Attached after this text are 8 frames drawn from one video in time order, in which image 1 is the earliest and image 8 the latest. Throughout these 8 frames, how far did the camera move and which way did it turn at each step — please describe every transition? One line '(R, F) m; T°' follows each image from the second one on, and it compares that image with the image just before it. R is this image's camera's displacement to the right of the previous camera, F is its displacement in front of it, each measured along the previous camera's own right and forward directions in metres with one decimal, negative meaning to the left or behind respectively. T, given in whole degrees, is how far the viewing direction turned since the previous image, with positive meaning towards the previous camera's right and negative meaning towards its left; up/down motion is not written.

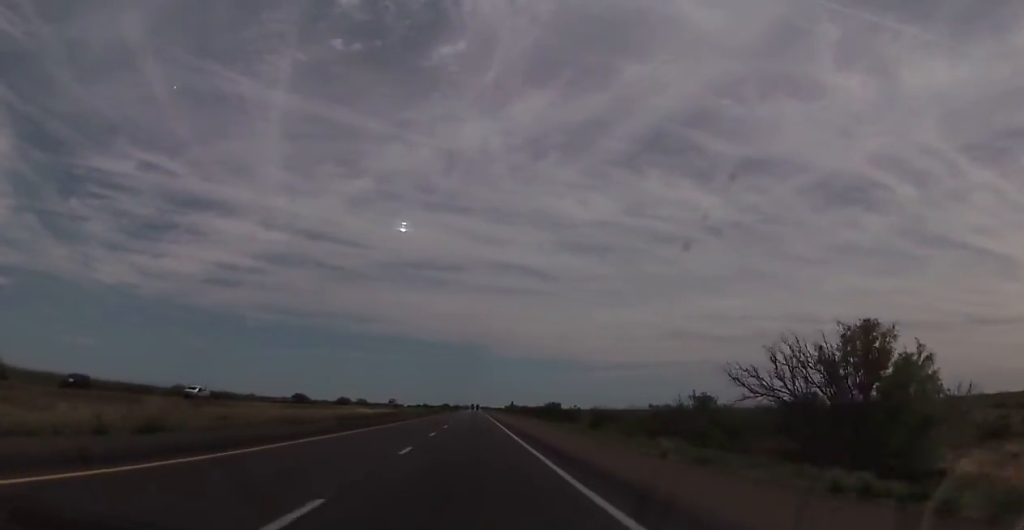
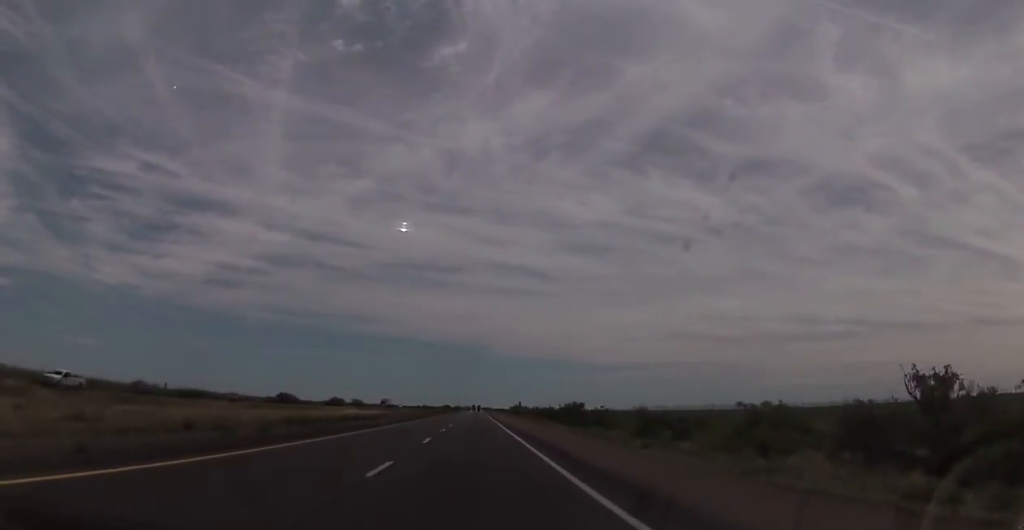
(0.0, +17.9) m; 0°
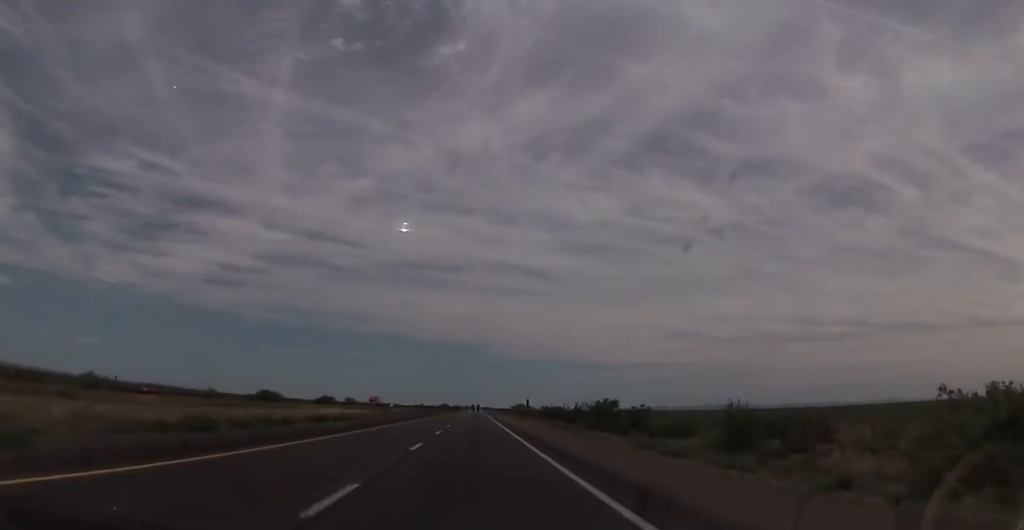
(0.0, +16.7) m; 0°
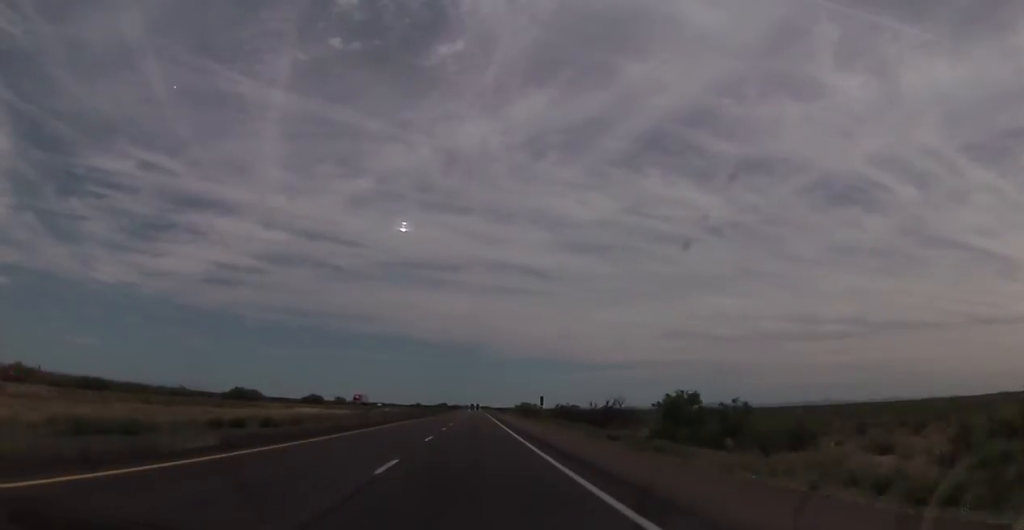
(0.0, +19.1) m; 0°
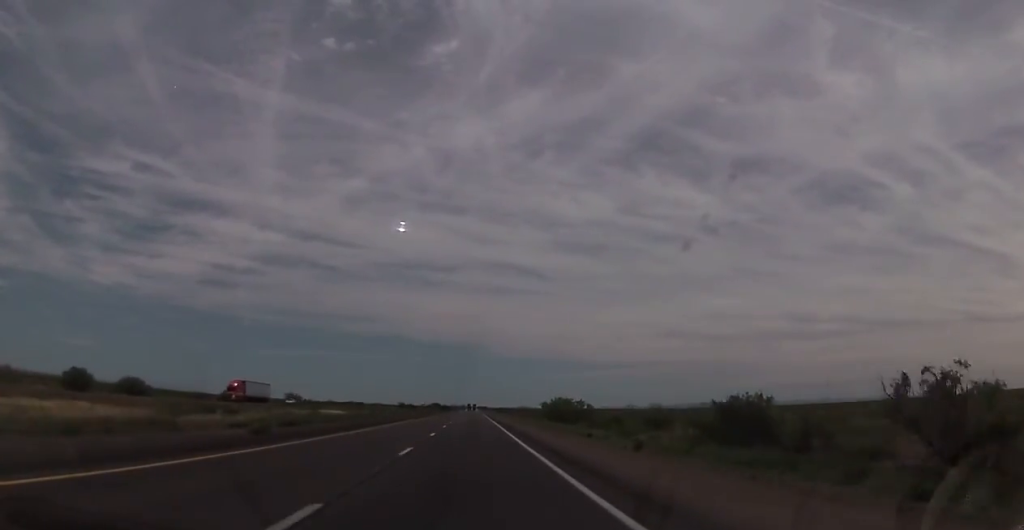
(0.0, +68.0) m; 0°
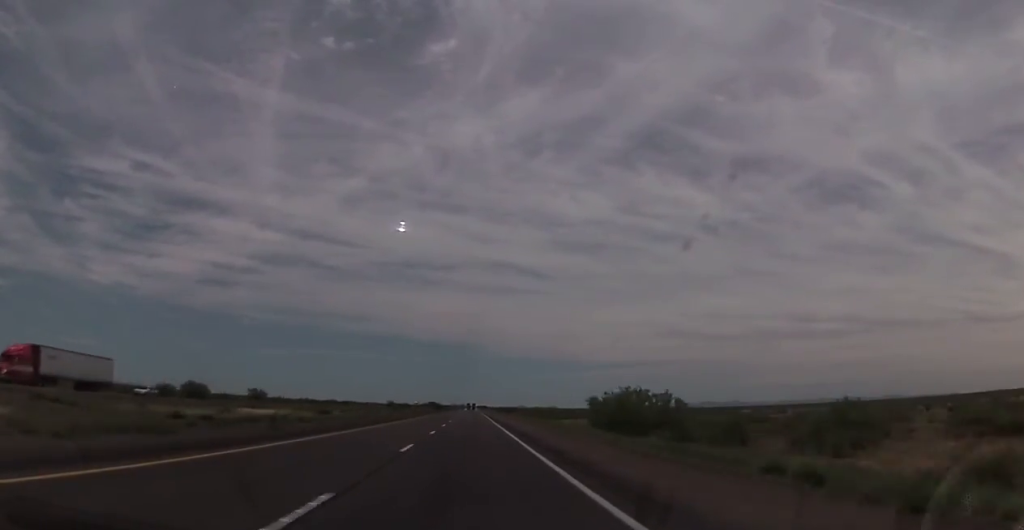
(-0.2, +35.7) m; 0°
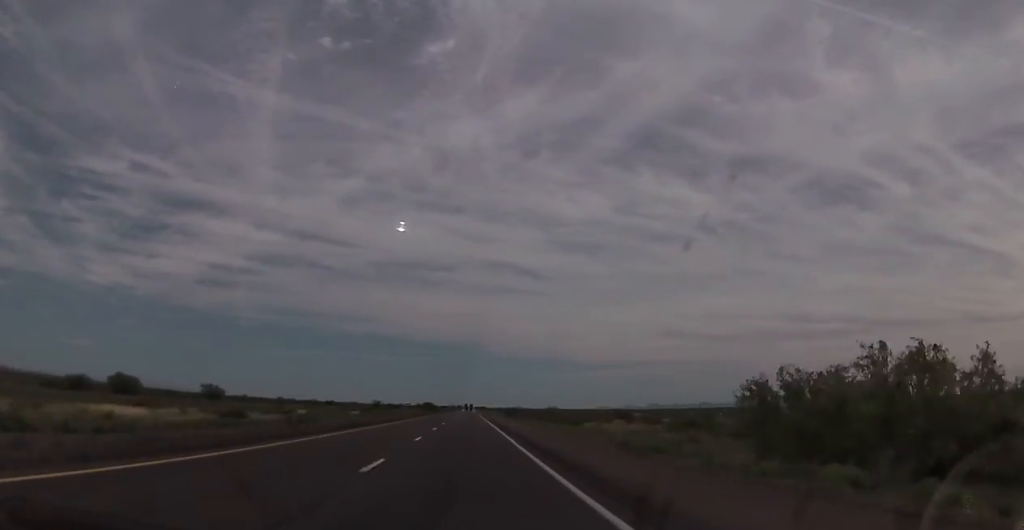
(0.0, +29.7) m; +1°
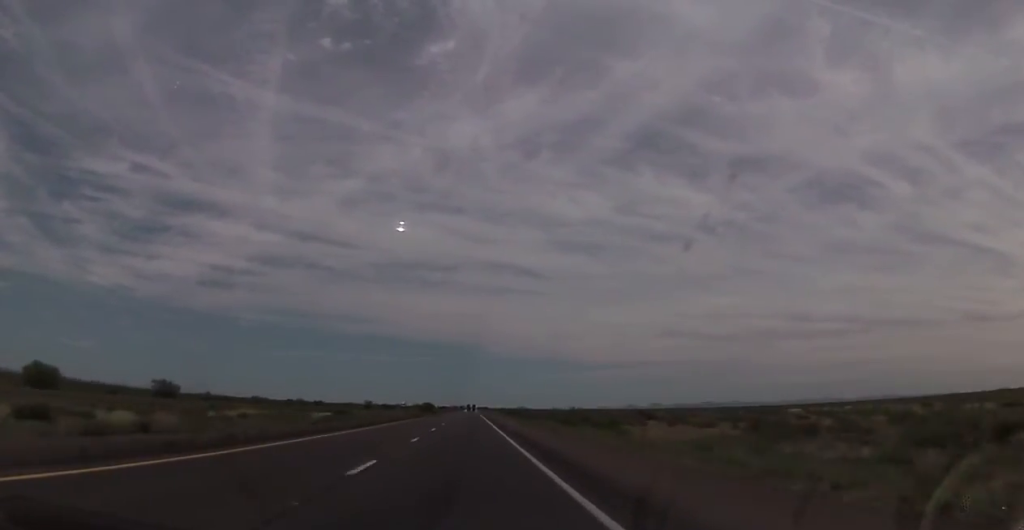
(+0.1, +24.9) m; +1°
